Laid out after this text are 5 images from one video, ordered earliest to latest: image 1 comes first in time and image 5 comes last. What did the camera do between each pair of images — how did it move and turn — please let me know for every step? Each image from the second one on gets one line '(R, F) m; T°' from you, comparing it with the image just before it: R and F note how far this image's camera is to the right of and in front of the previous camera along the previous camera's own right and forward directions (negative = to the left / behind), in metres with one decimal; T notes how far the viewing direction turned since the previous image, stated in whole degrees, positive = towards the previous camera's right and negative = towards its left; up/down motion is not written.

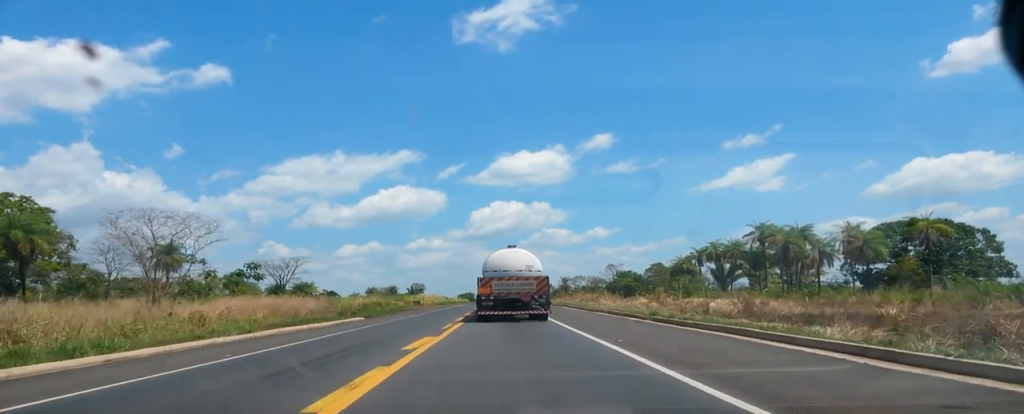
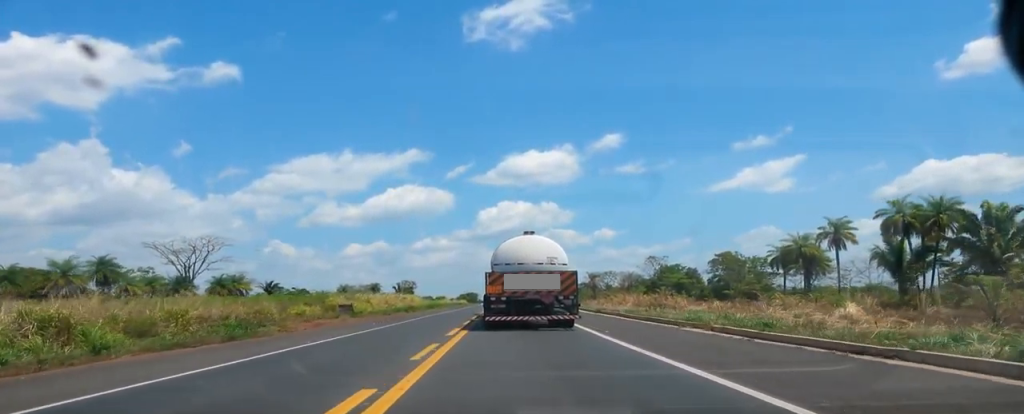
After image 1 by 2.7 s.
(-0.5, +59.0) m; -1°
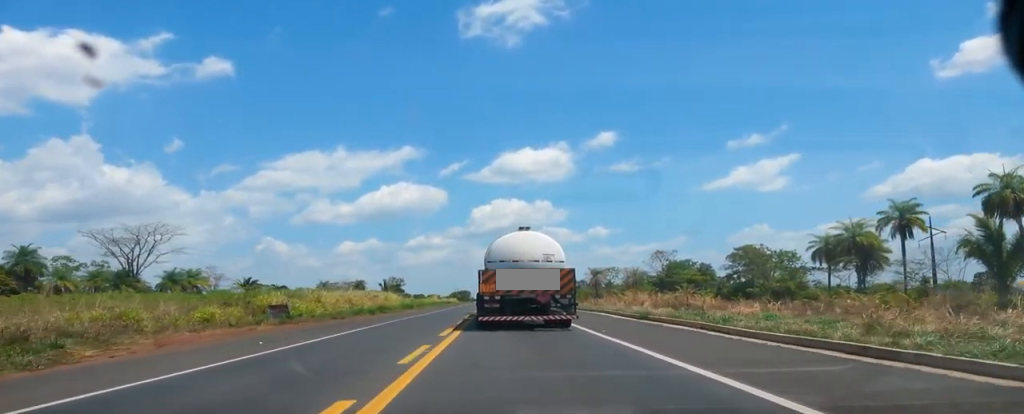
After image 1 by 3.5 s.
(-0.2, +16.9) m; 0°
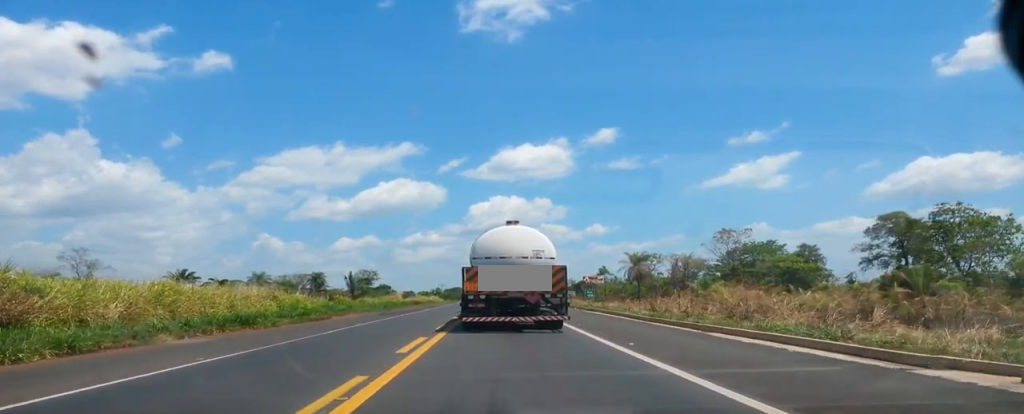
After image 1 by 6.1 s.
(+0.1, +54.1) m; -1°
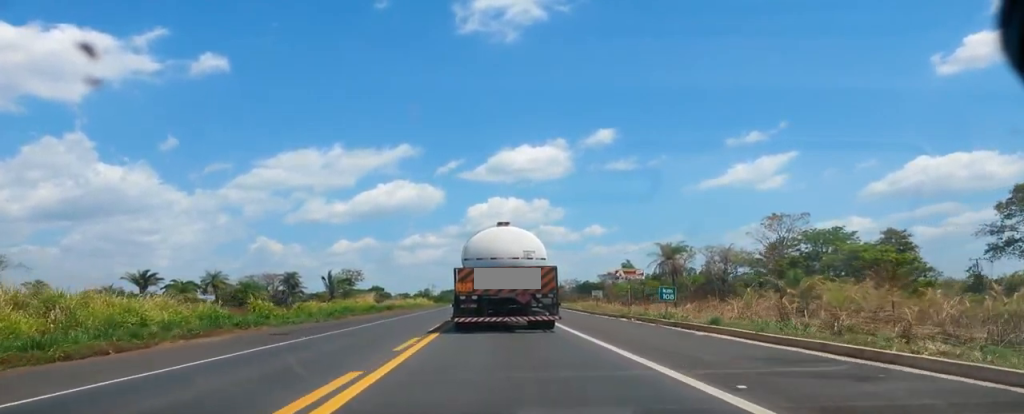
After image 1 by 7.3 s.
(+0.3, +23.6) m; +1°
